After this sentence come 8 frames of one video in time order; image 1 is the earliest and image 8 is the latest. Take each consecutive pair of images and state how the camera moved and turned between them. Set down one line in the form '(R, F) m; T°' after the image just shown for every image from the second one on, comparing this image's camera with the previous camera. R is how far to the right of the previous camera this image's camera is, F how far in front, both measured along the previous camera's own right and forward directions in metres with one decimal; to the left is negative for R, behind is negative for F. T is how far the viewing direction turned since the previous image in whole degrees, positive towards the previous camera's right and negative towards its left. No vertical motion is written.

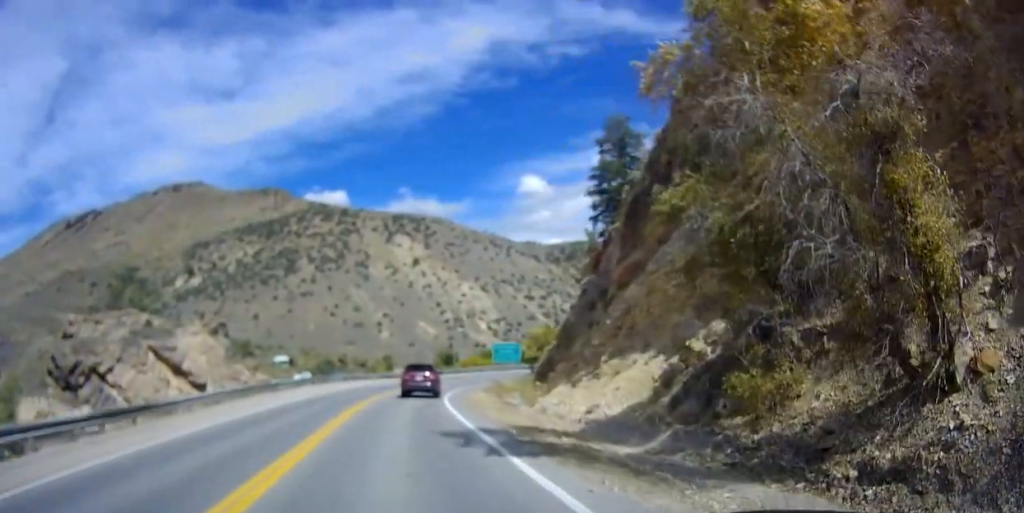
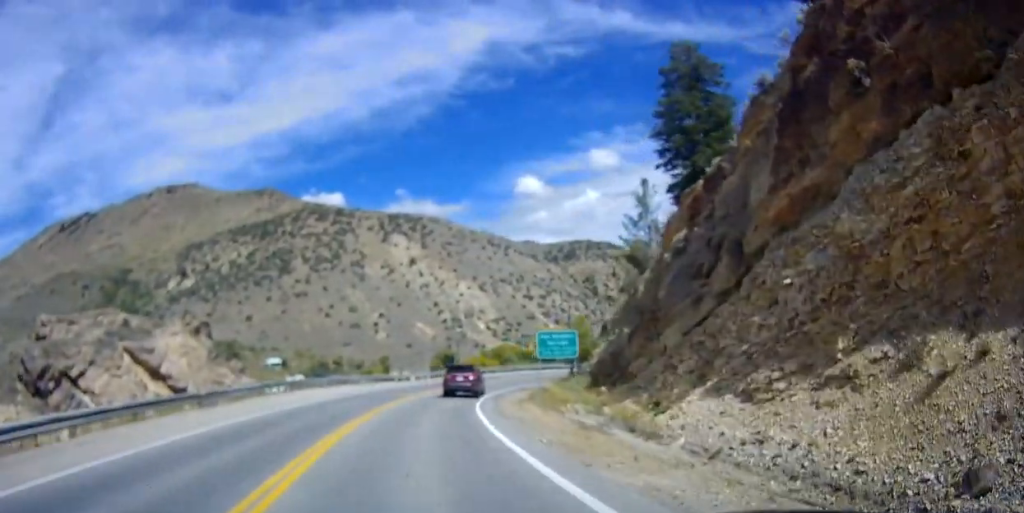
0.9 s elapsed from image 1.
(0.0, +13.5) m; 0°
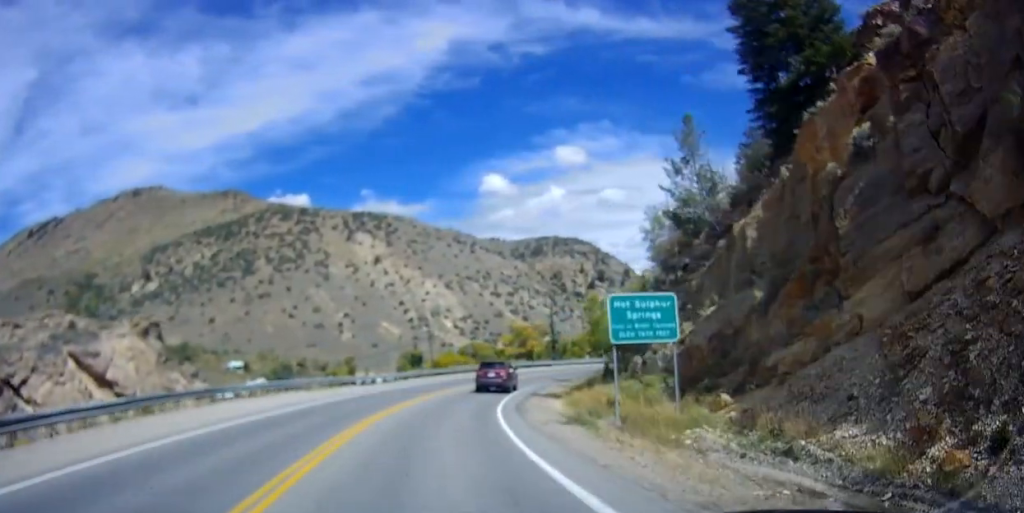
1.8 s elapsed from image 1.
(0.0, +13.1) m; +3°
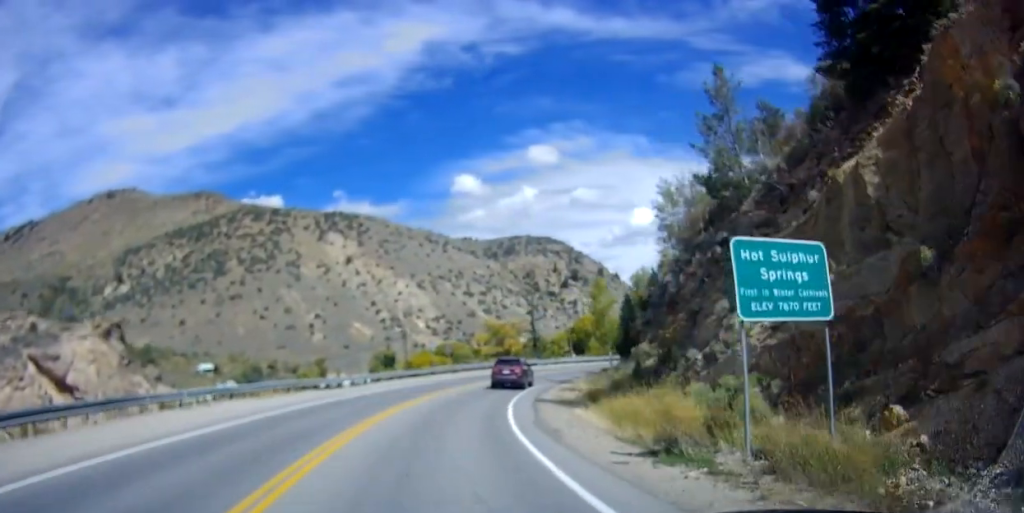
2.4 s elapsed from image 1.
(+0.2, +7.4) m; +2°
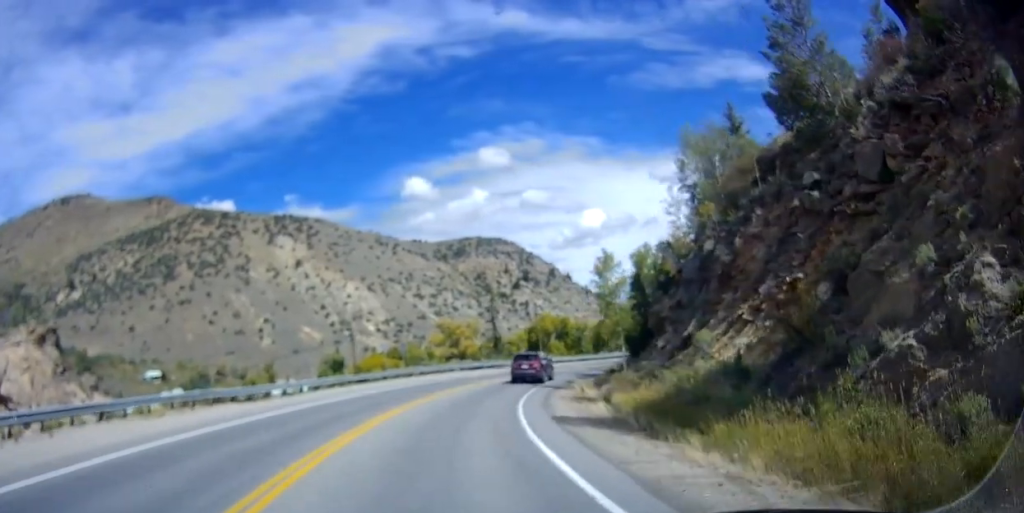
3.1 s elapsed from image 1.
(+0.4, +10.4) m; +3°
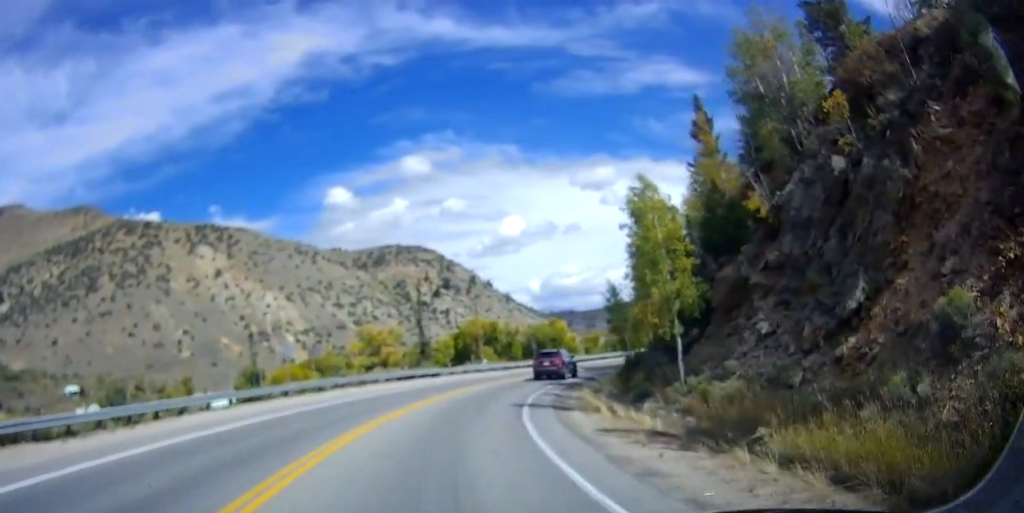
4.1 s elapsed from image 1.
(+0.2, +13.3) m; +6°
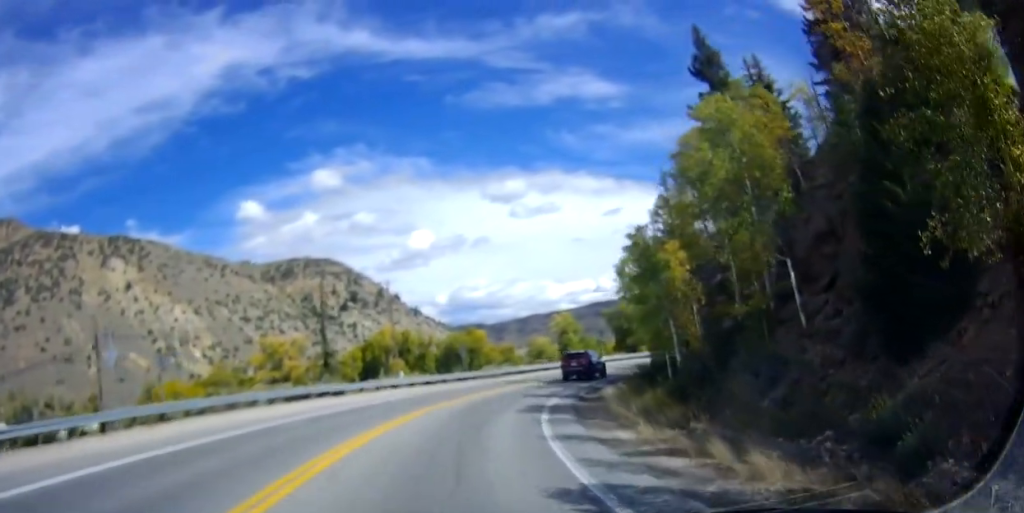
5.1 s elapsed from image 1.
(+1.3, +13.7) m; +12°
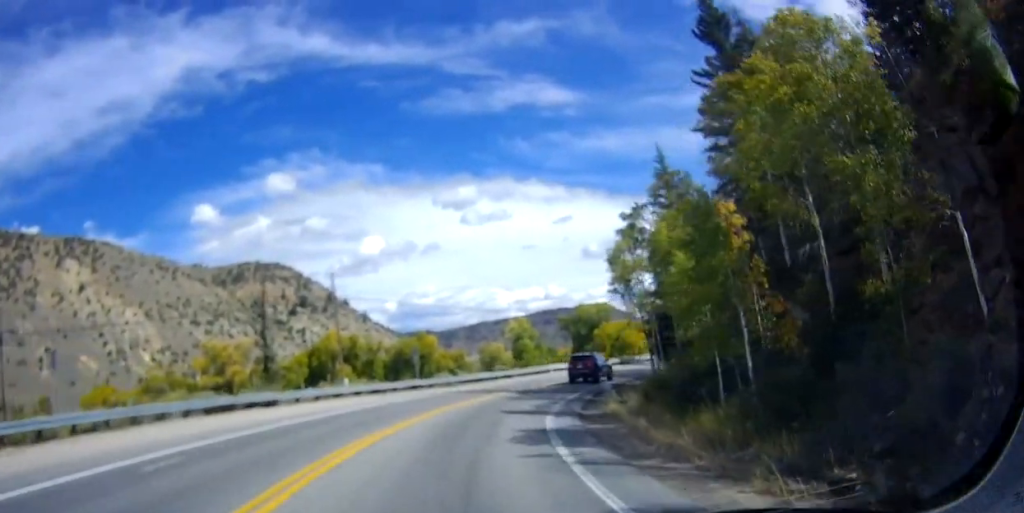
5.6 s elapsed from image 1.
(+0.7, +6.1) m; +3°
